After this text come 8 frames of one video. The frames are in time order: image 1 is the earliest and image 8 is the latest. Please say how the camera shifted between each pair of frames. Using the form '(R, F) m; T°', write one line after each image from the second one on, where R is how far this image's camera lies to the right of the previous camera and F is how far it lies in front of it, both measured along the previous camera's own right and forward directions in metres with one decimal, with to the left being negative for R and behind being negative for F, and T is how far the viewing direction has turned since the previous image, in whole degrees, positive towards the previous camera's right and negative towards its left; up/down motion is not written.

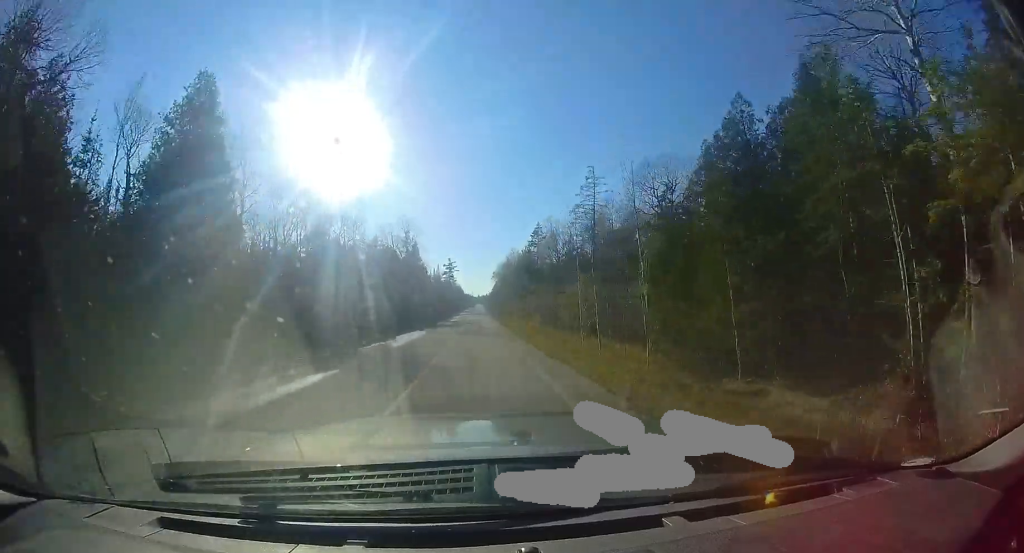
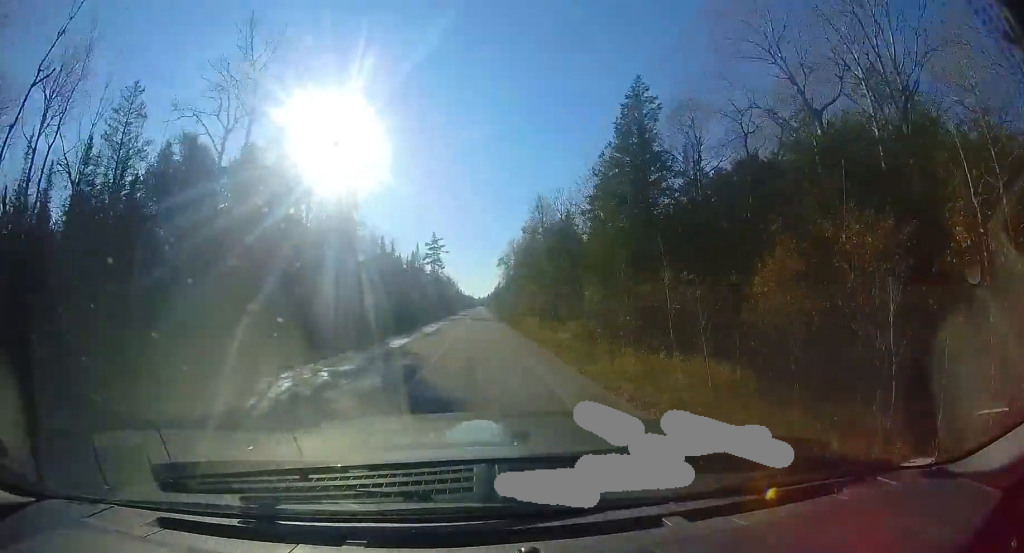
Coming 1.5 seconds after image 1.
(+0.2, +39.4) m; +1°
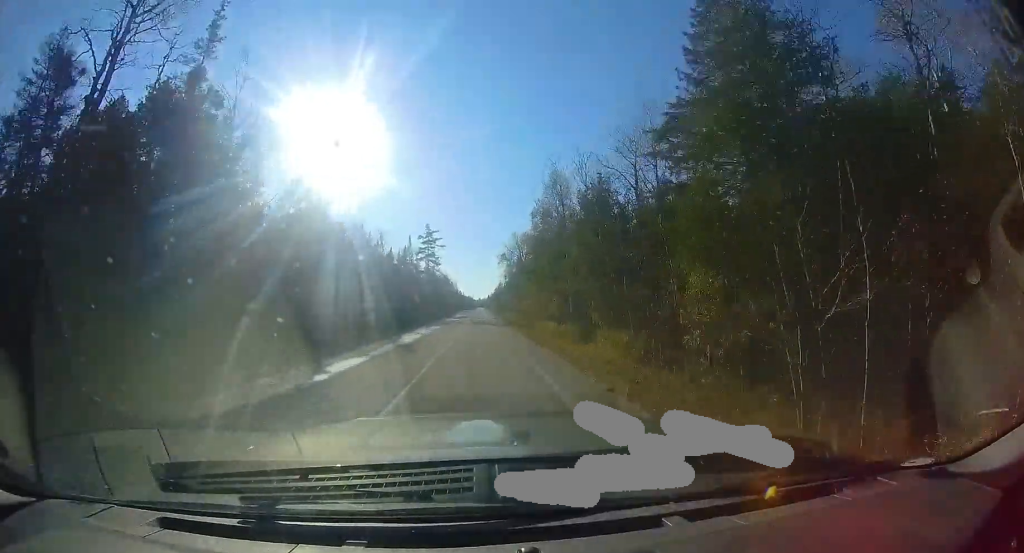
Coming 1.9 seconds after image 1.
(0.0, +10.8) m; +1°
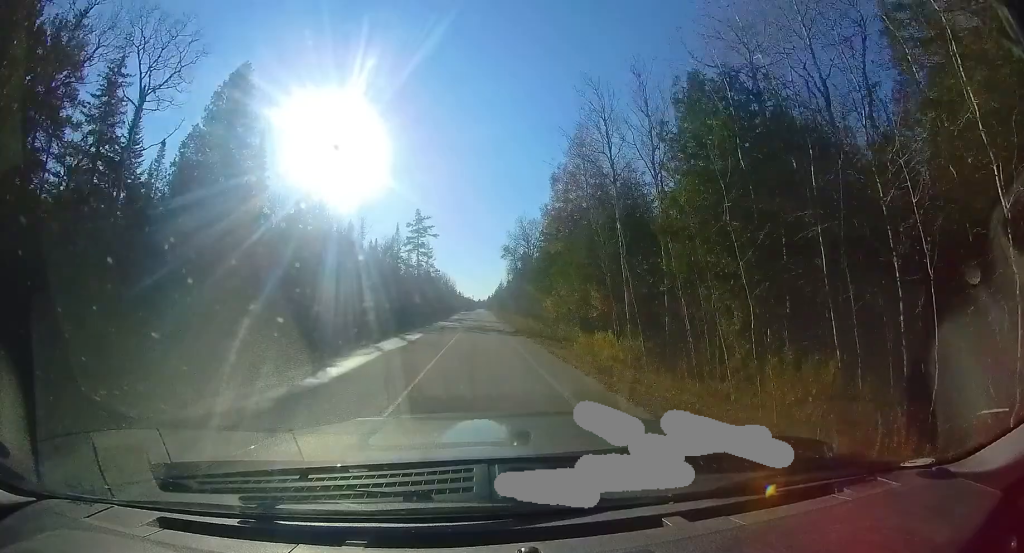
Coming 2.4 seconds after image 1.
(+0.1, +12.9) m; +1°
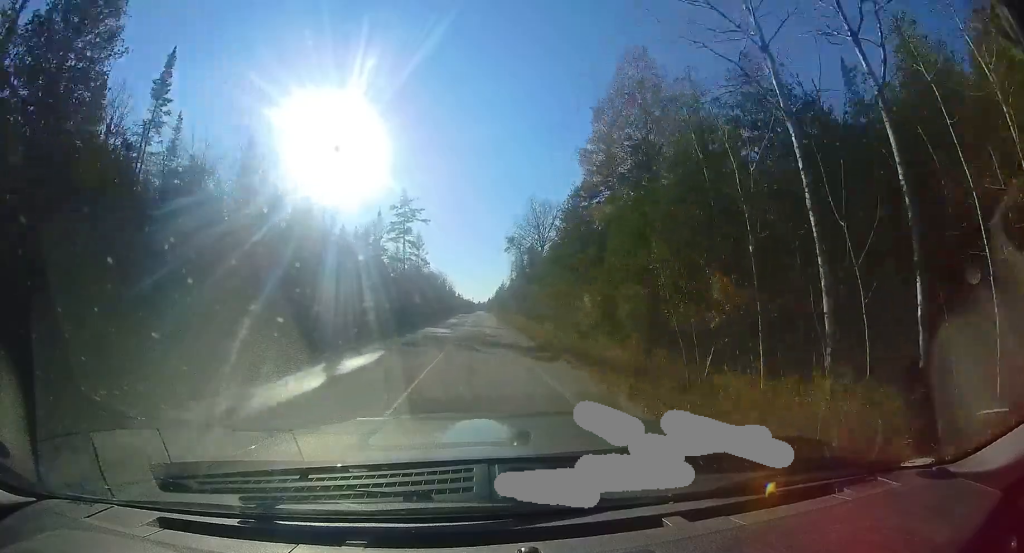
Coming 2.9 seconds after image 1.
(+0.2, +12.2) m; 0°
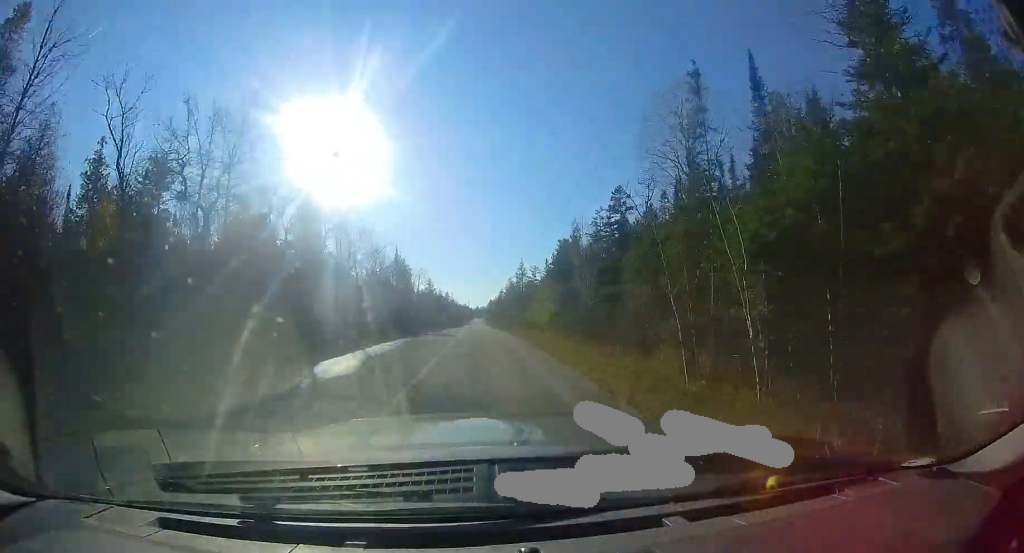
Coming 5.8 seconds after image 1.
(-0.2, +64.9) m; 0°
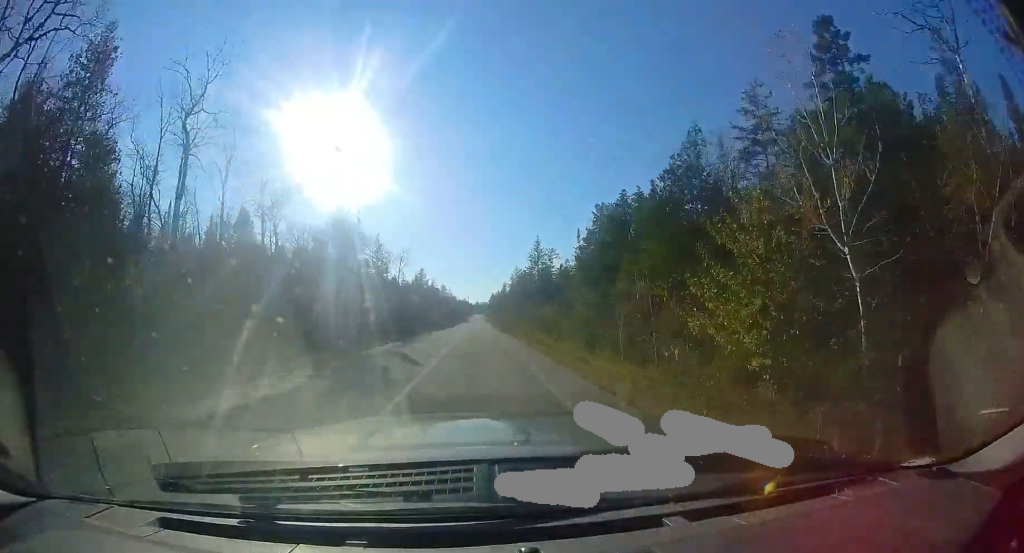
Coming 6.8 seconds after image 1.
(+0.1, +21.1) m; -1°
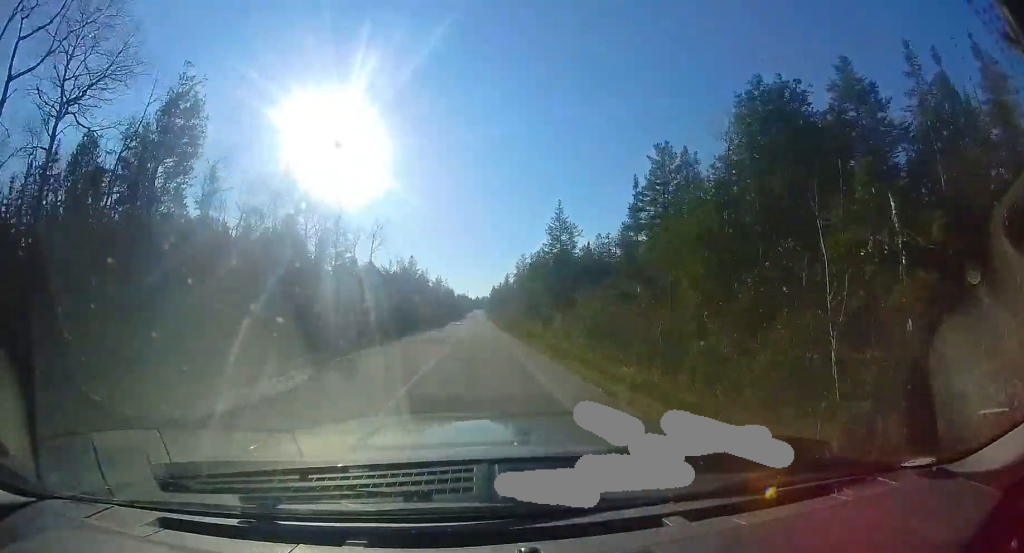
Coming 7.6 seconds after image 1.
(-0.2, +16.7) m; -1°
